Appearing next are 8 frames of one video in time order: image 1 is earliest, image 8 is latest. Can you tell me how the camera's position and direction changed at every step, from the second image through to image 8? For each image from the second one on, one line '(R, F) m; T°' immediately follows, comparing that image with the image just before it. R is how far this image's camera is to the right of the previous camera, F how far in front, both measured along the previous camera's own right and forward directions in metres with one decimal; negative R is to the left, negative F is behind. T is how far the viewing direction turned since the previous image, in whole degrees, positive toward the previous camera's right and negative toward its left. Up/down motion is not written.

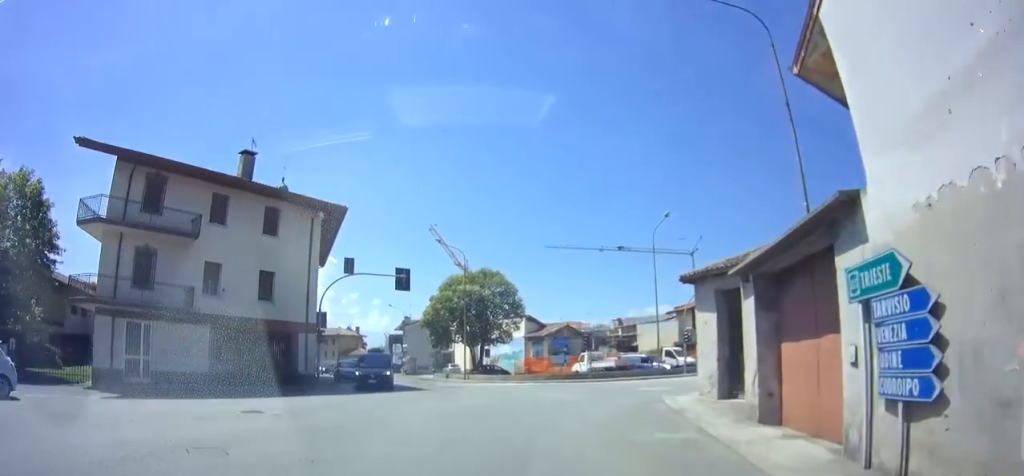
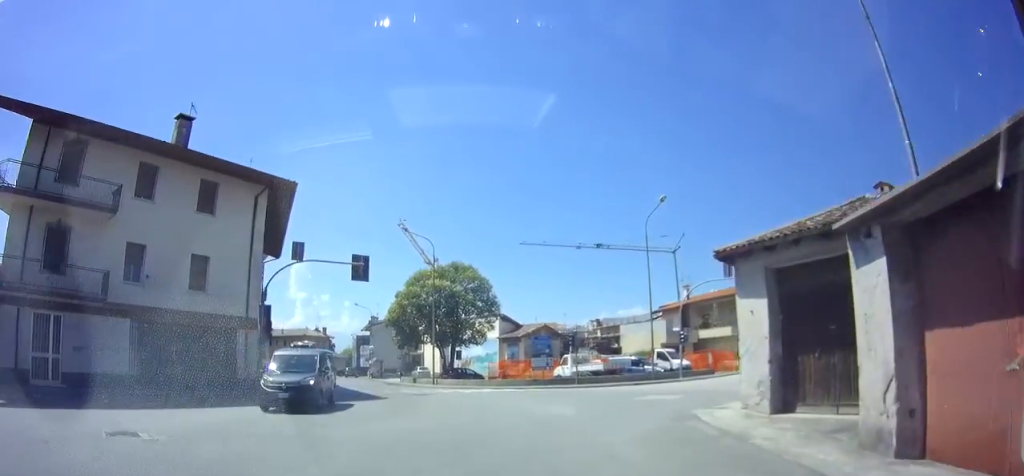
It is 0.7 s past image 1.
(+0.1, +4.7) m; -7°
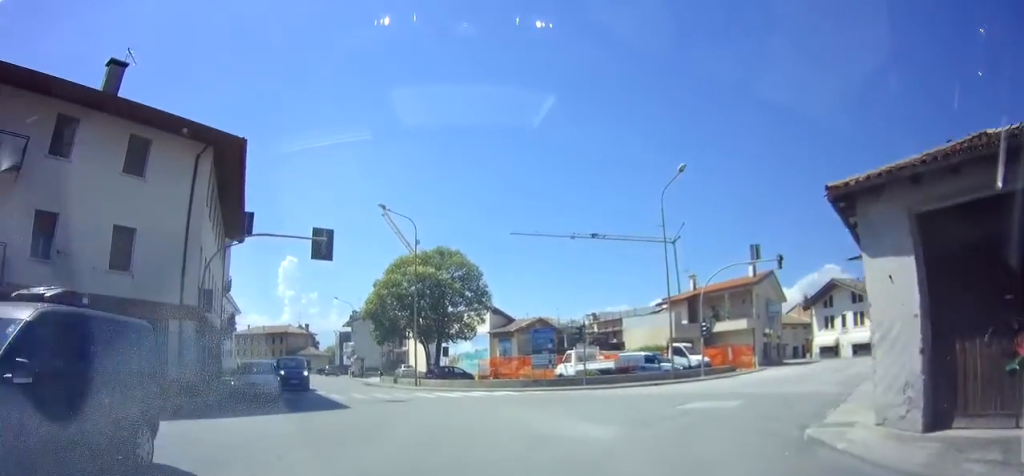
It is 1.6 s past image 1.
(-0.9, +6.3) m; -7°
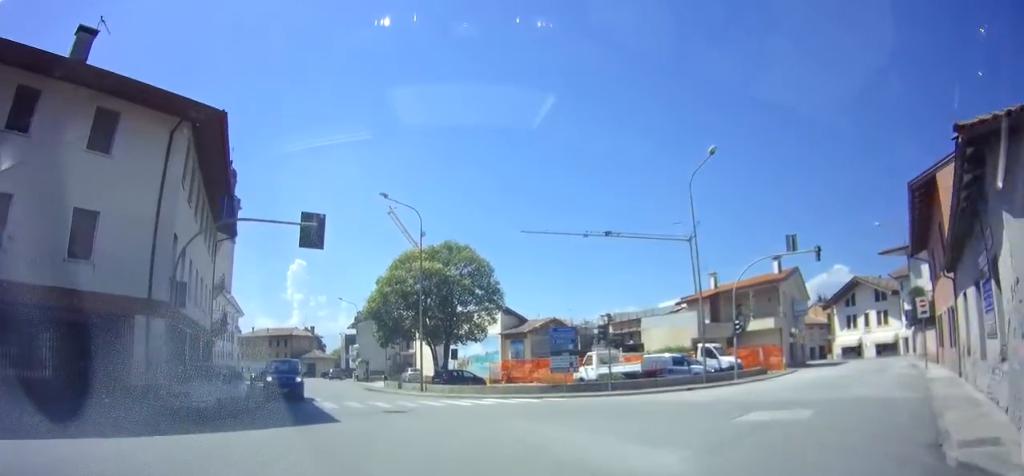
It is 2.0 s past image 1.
(+0.1, +3.7) m; -1°
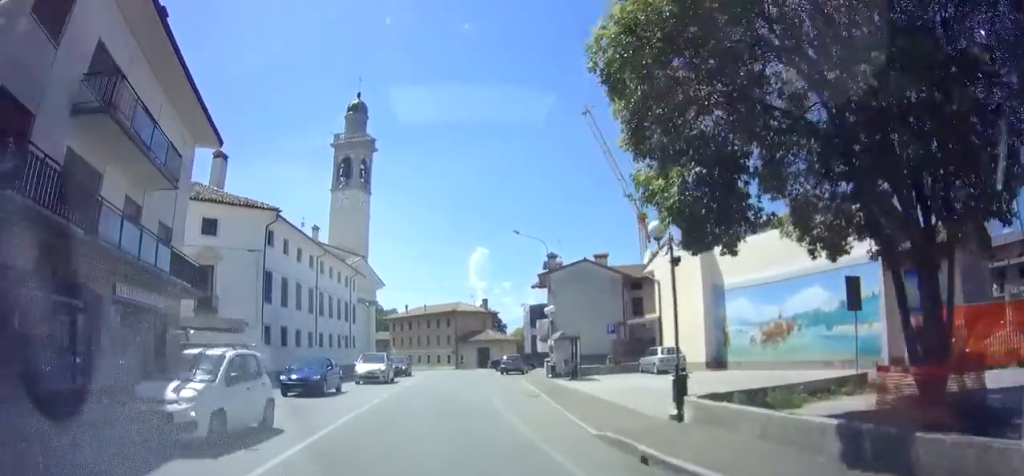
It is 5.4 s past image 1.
(-5.9, +32.6) m; -14°
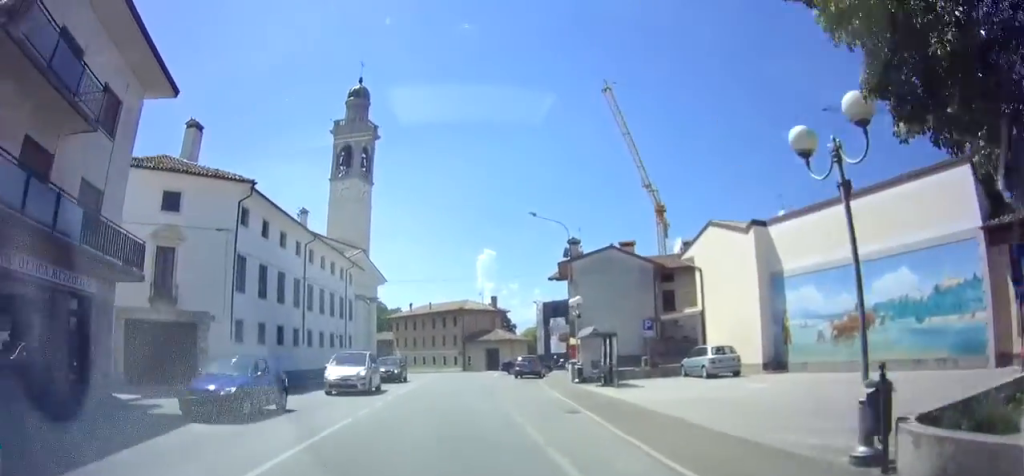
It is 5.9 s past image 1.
(+0.1, +5.3) m; 0°
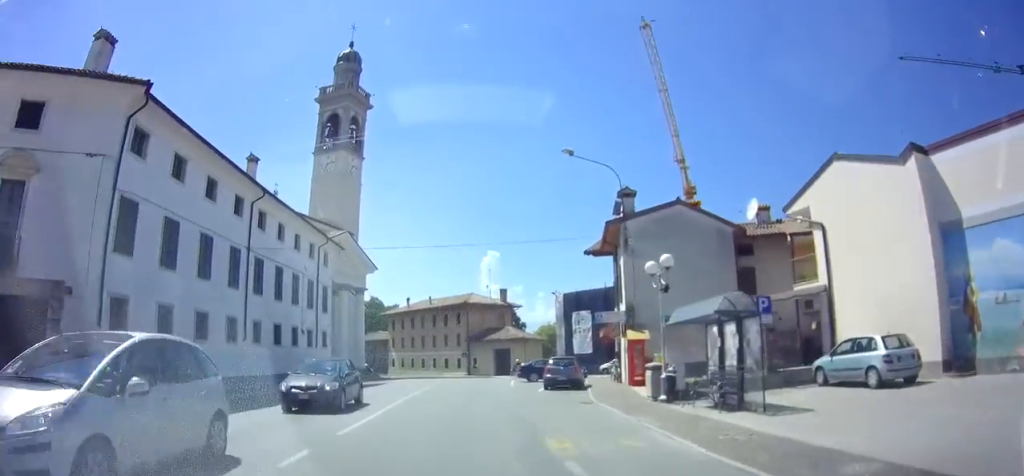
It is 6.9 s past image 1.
(0.0, +11.0) m; -2°
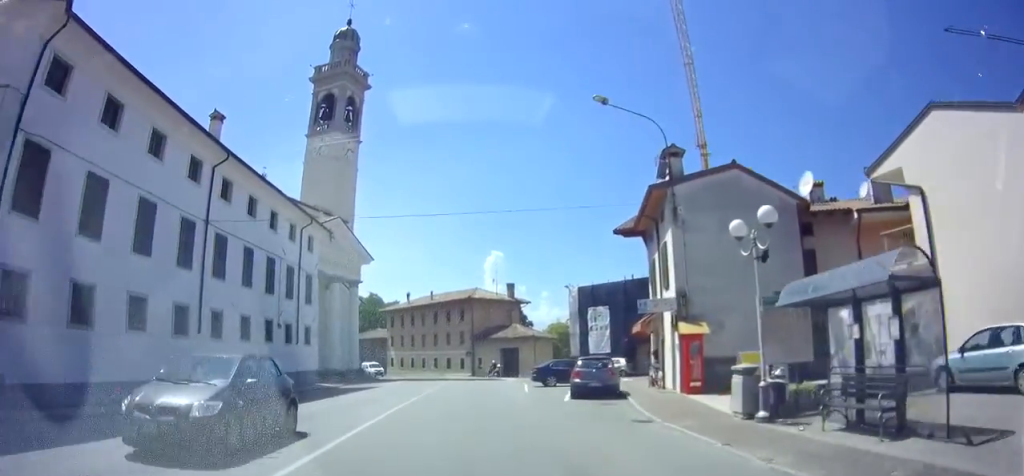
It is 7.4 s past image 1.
(-0.4, +5.4) m; -1°
